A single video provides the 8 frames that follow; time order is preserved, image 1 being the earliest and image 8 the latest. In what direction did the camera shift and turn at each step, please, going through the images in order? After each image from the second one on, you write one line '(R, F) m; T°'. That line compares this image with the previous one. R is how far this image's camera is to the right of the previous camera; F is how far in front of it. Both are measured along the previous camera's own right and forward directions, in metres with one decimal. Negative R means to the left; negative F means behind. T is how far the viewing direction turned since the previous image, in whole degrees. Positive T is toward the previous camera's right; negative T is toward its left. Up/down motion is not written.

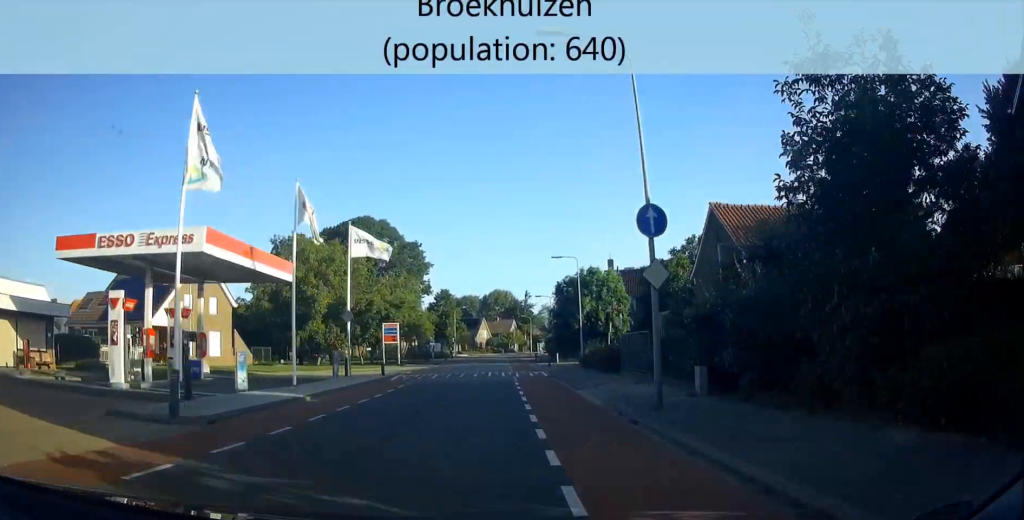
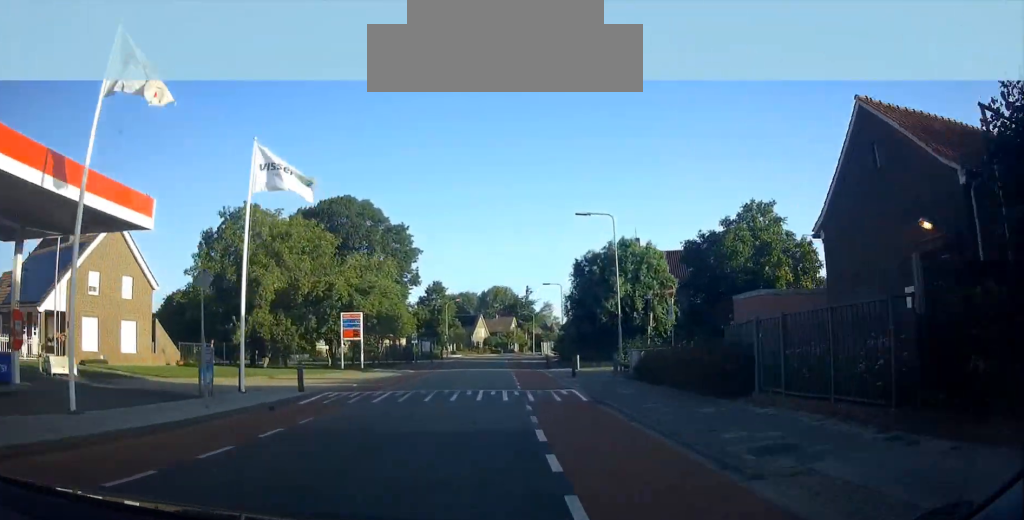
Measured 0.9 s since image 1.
(-0.1, +12.6) m; 0°
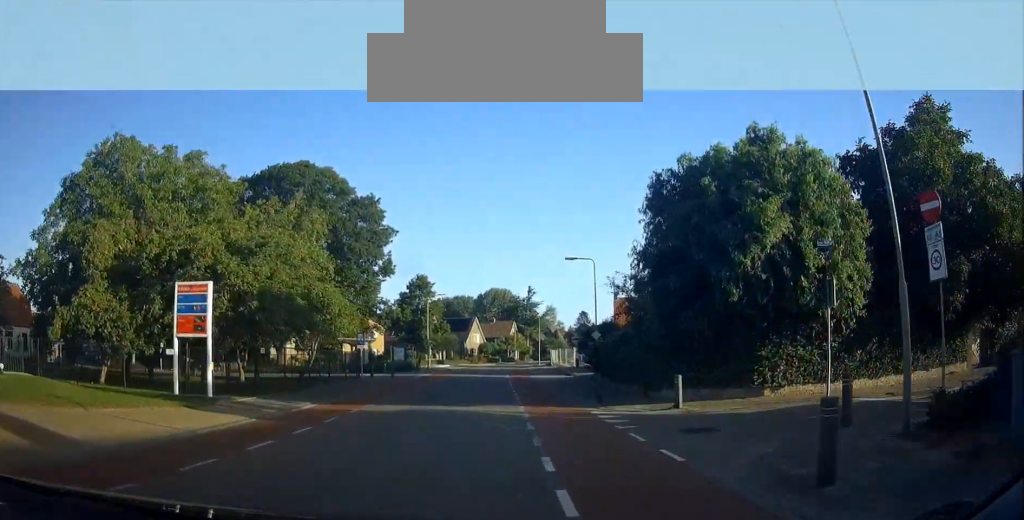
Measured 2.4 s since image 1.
(0.0, +19.9) m; 0°
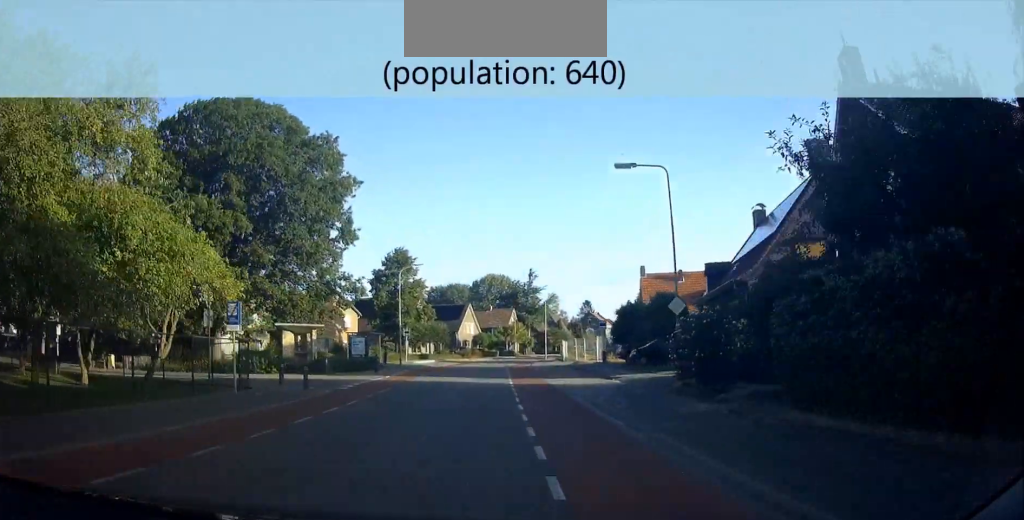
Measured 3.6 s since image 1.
(0.0, +16.3) m; 0°
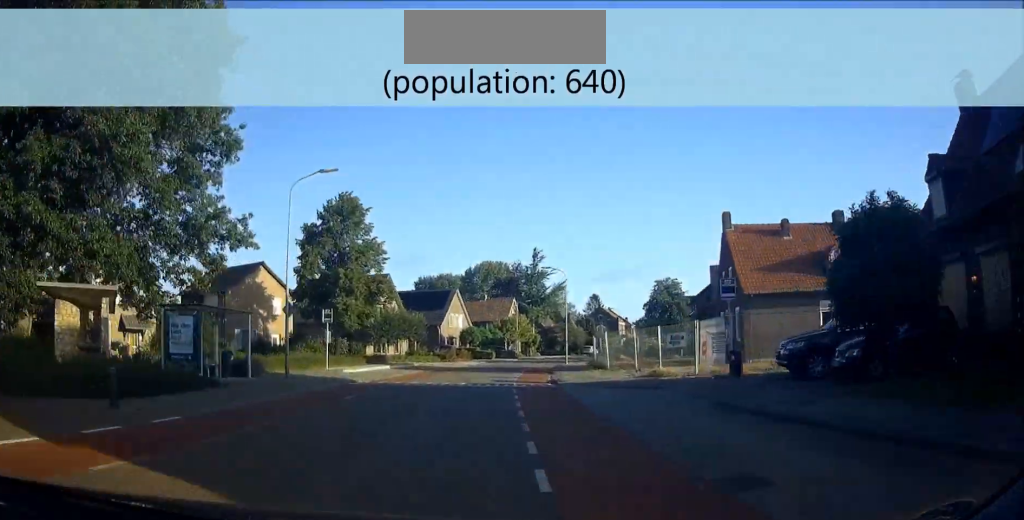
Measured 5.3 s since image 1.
(-0.1, +24.0) m; +2°
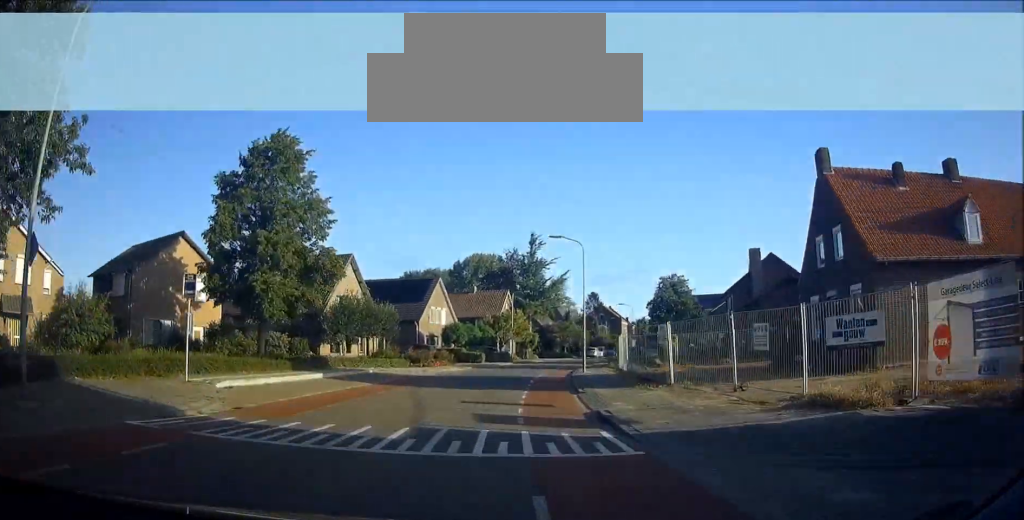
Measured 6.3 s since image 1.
(+0.5, +13.2) m; +3°
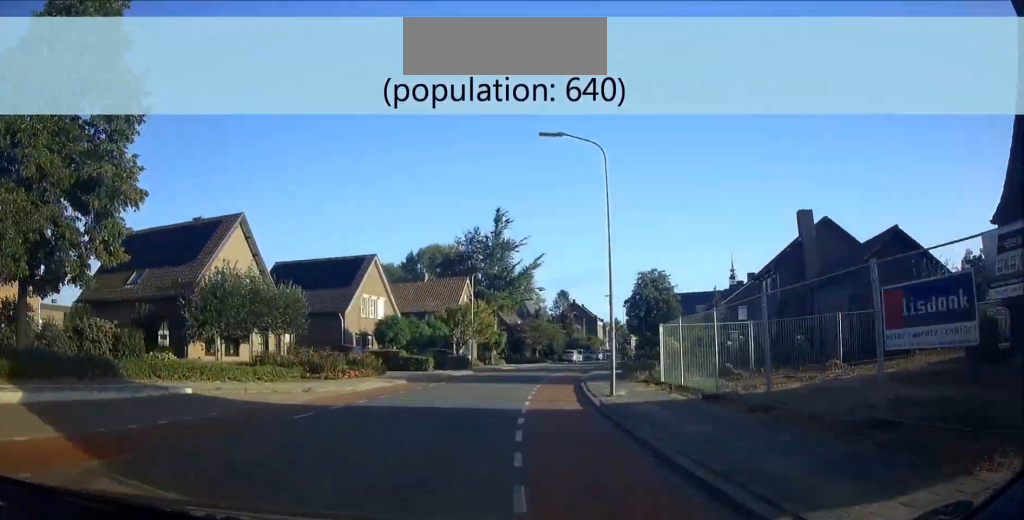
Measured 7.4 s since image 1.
(-0.1, +16.1) m; +4°
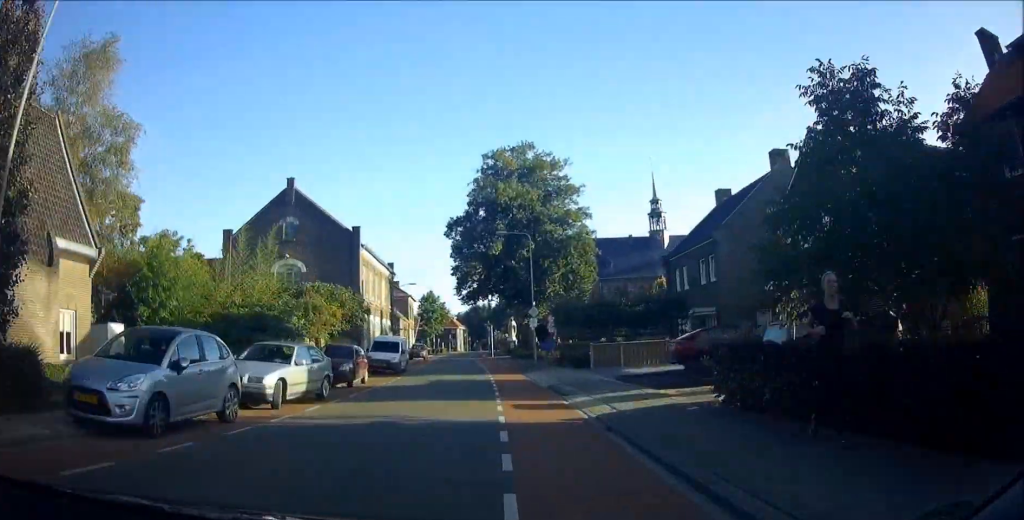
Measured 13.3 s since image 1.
(+11.9, +85.1) m; +10°
